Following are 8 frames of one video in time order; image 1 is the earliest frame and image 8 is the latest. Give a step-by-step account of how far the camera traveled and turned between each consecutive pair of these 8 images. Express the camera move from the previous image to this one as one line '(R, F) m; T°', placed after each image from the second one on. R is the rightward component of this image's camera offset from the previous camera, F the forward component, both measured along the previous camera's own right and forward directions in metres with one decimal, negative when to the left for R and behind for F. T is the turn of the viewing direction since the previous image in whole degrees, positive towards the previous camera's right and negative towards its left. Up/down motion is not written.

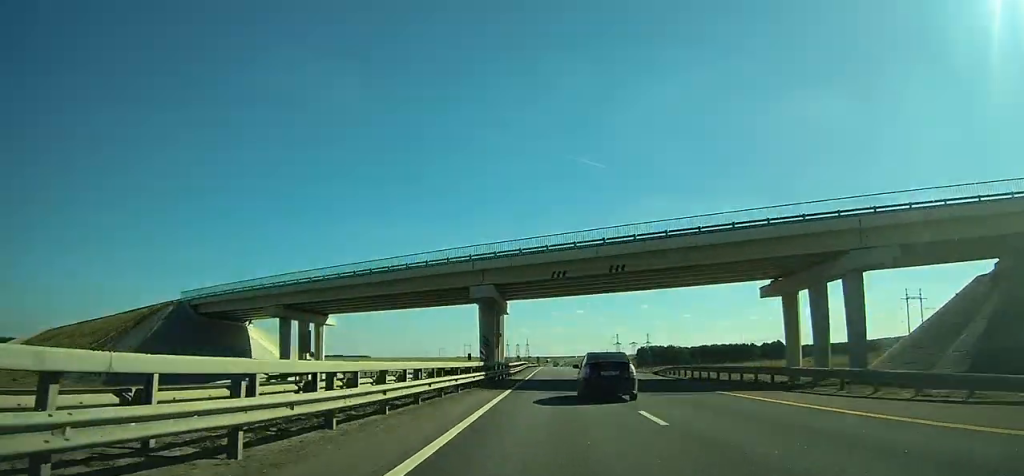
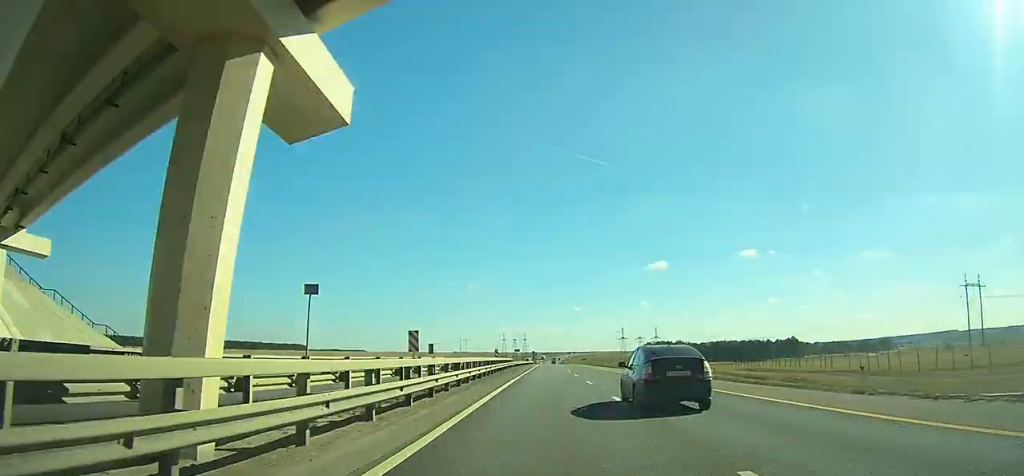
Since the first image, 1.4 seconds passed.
(-0.1, +45.4) m; 0°
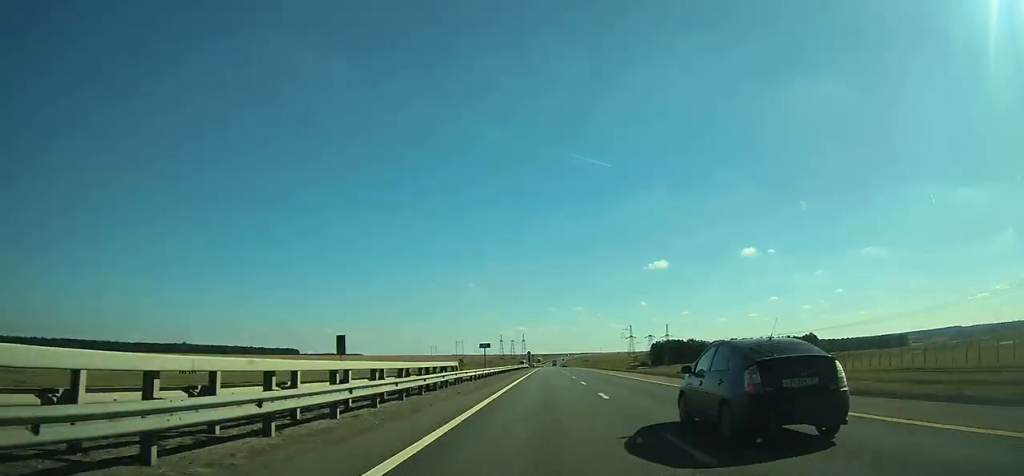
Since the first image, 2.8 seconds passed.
(0.0, +45.5) m; 0°
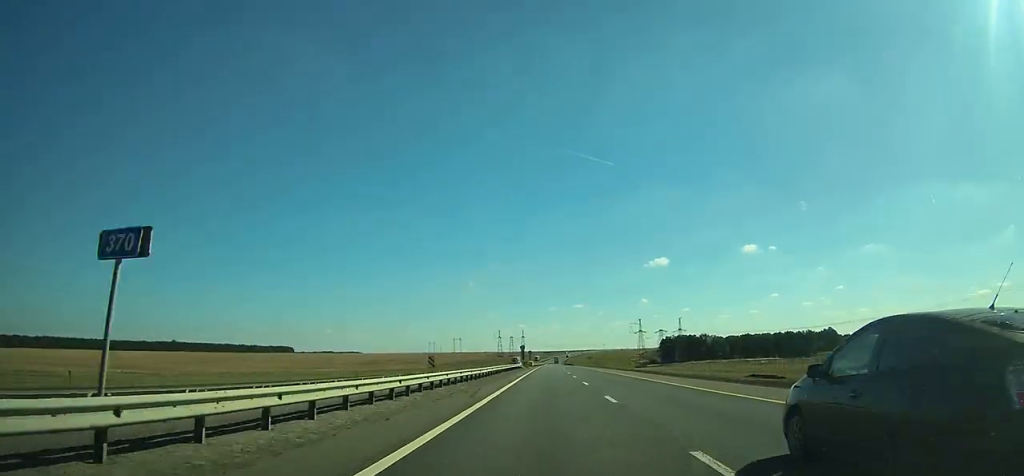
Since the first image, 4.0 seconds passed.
(+0.1, +39.1) m; 0°
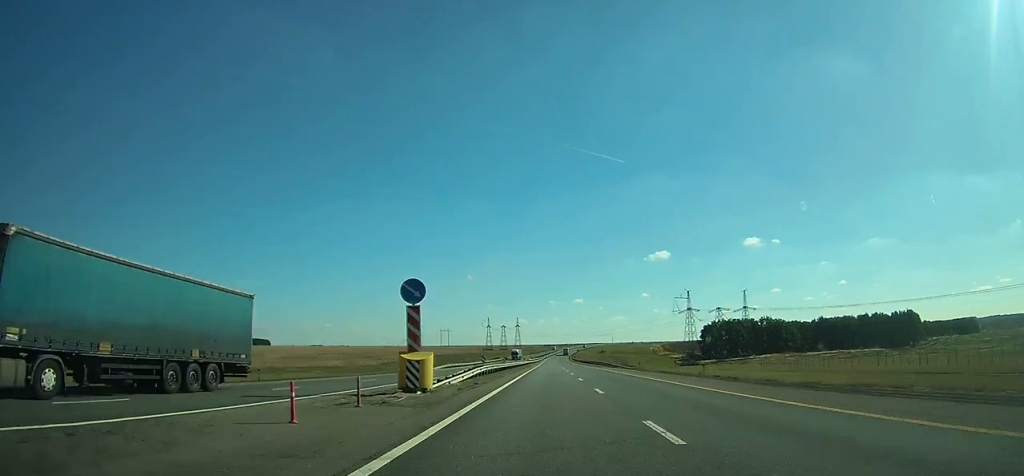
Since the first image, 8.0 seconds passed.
(+0.3, +128.2) m; 0°
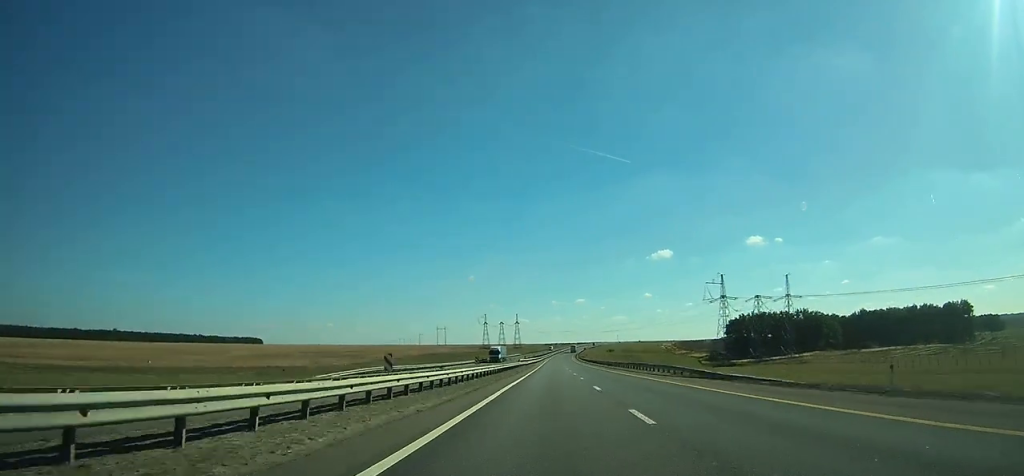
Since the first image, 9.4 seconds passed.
(-0.1, +43.6) m; 0°
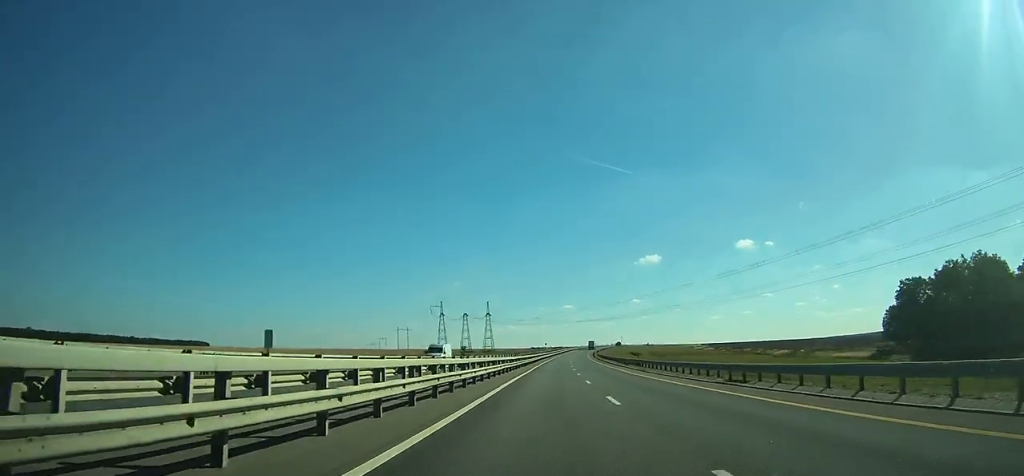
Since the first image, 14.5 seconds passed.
(+1.3, +155.5) m; +2°
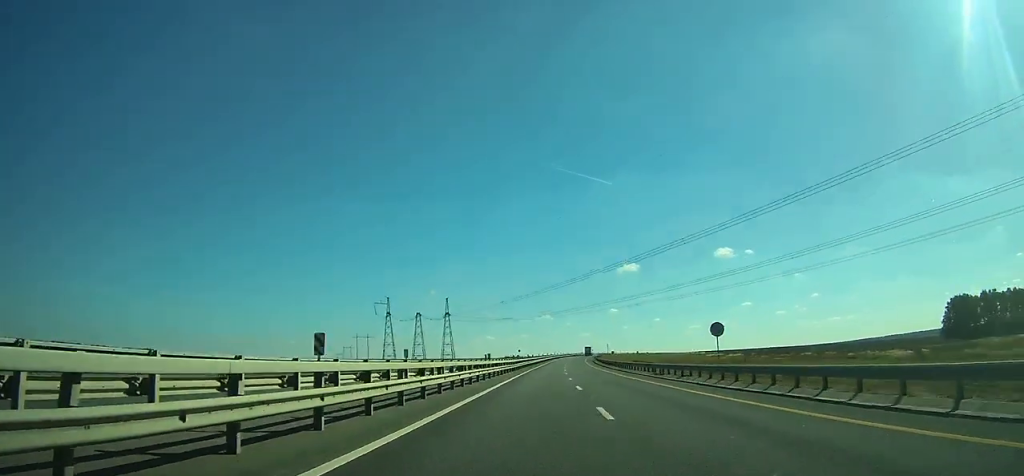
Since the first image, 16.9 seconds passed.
(+0.6, +74.1) m; +1°
